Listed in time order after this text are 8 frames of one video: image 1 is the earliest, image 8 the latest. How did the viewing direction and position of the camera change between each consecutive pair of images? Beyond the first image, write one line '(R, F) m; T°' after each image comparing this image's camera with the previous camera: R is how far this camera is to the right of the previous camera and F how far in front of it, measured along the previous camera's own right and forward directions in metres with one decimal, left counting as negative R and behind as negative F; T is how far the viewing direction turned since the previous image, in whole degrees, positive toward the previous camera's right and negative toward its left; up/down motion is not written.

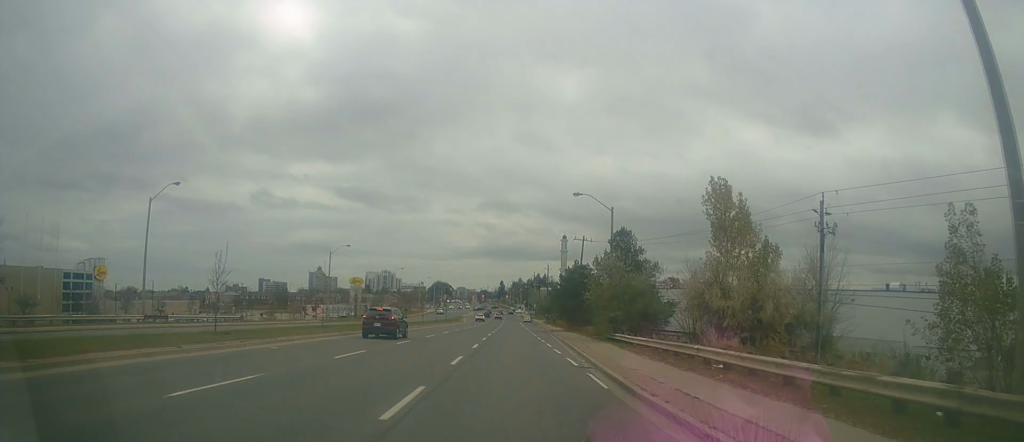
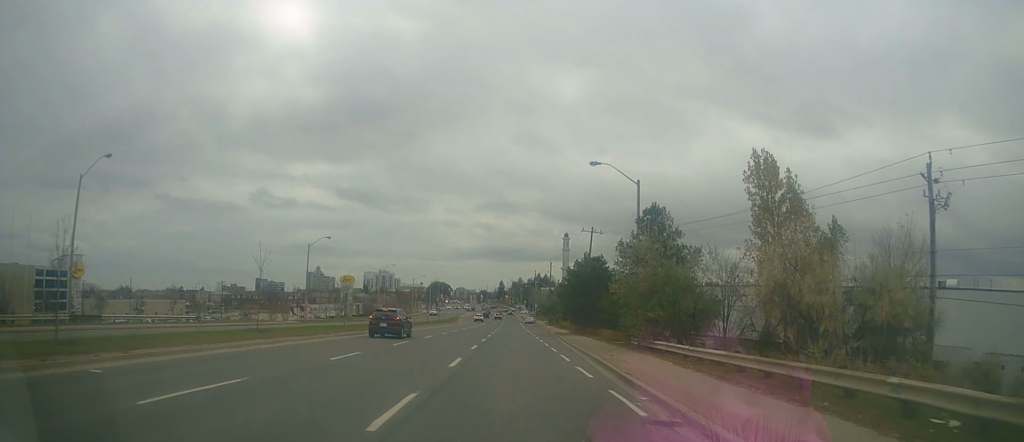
(-0.1, +9.7) m; -1°
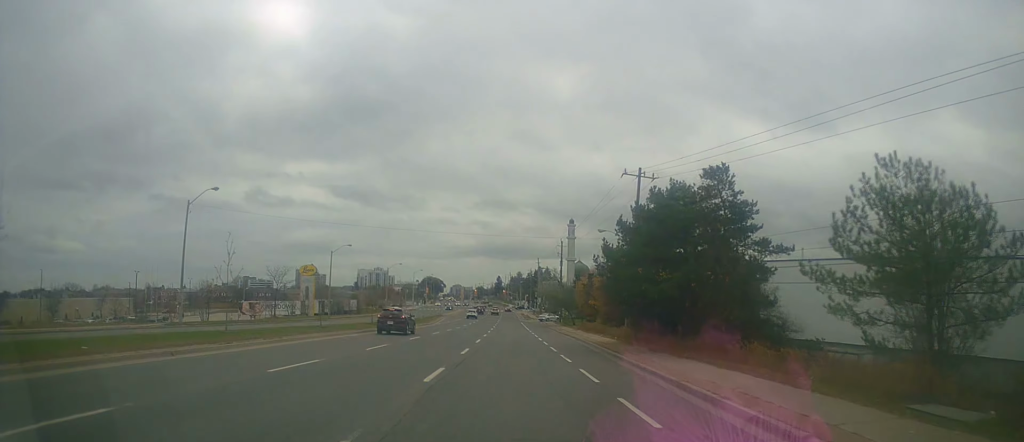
(-0.3, +31.3) m; +1°
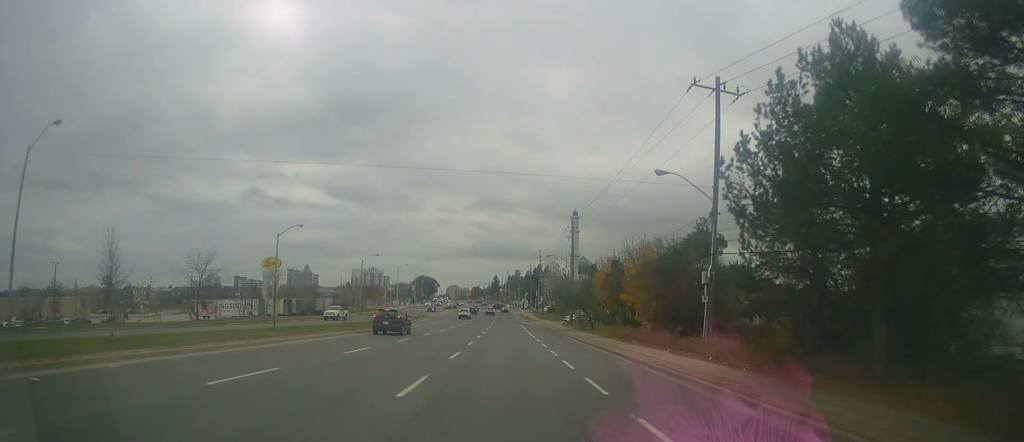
(+0.5, +20.3) m; -1°
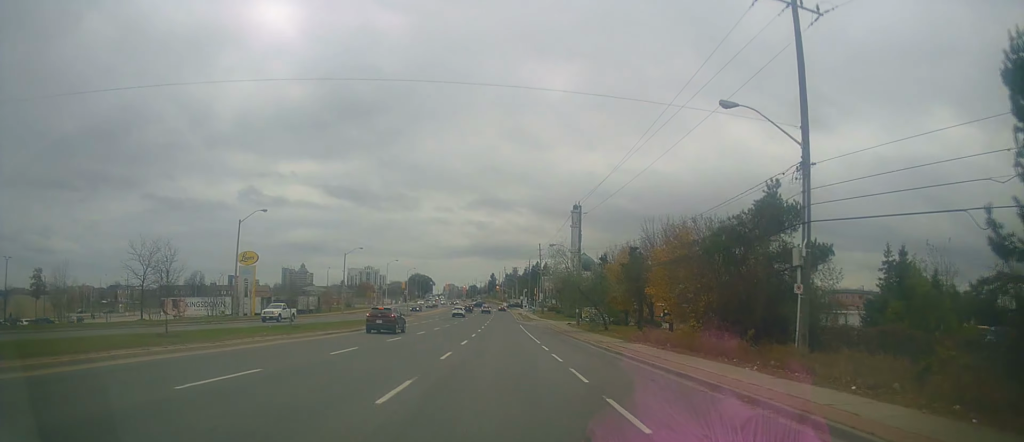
(-0.5, +9.9) m; -1°
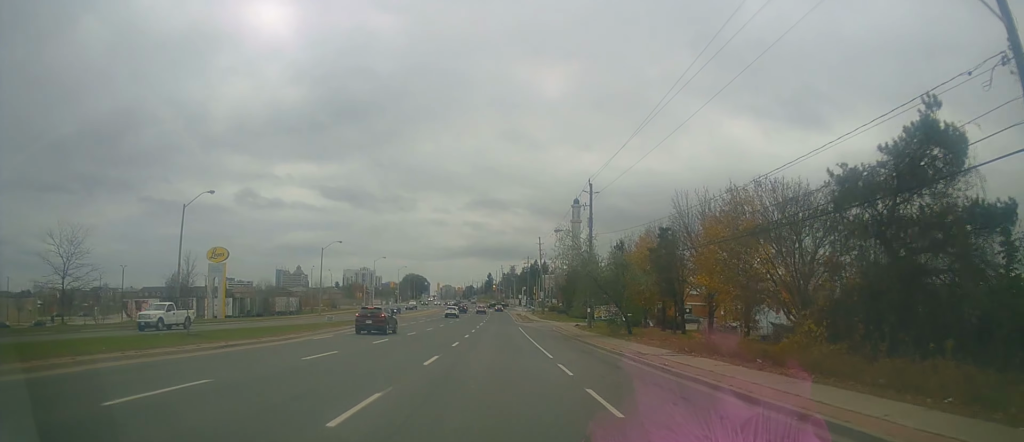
(0.0, +10.9) m; 0°
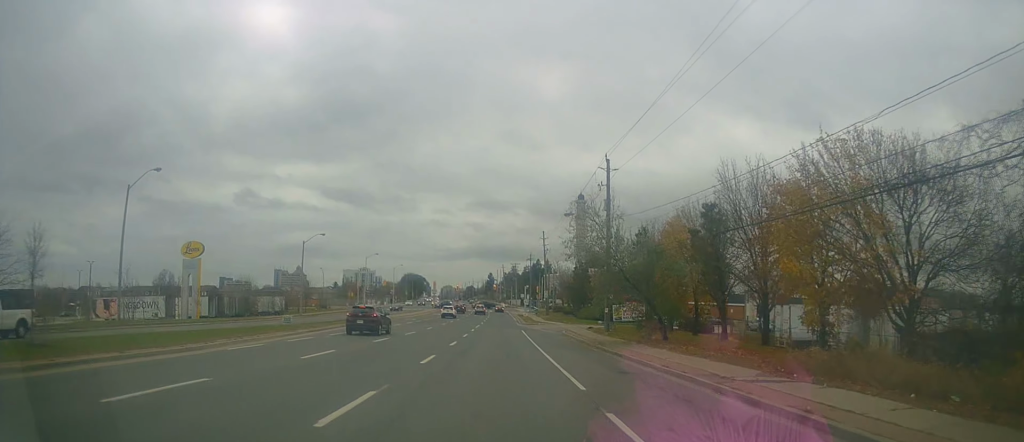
(+0.1, +8.9) m; +1°
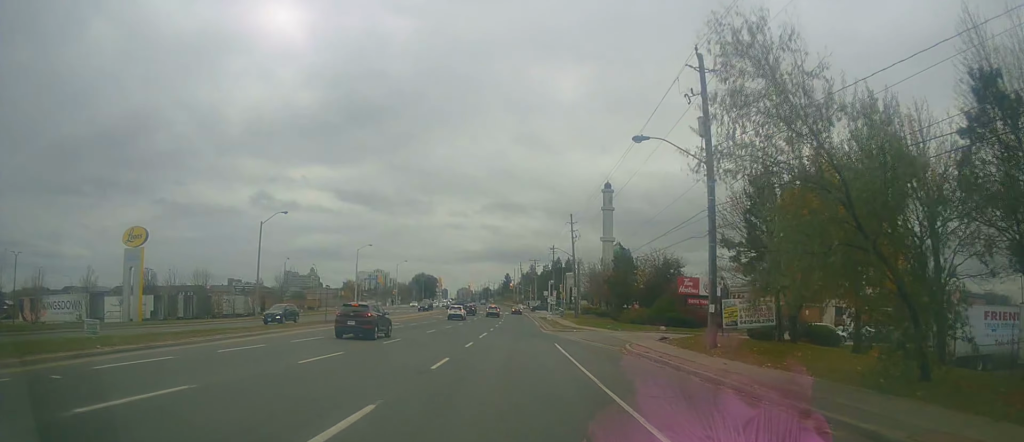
(0.0, +19.6) m; 0°
